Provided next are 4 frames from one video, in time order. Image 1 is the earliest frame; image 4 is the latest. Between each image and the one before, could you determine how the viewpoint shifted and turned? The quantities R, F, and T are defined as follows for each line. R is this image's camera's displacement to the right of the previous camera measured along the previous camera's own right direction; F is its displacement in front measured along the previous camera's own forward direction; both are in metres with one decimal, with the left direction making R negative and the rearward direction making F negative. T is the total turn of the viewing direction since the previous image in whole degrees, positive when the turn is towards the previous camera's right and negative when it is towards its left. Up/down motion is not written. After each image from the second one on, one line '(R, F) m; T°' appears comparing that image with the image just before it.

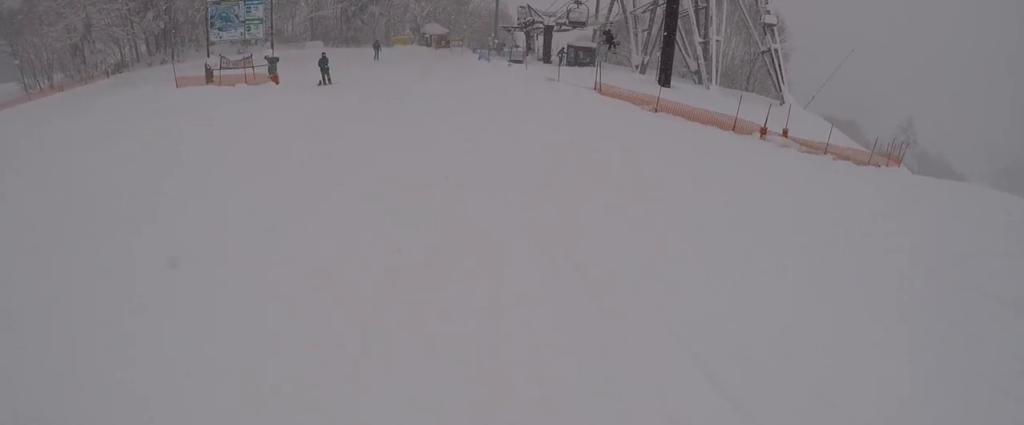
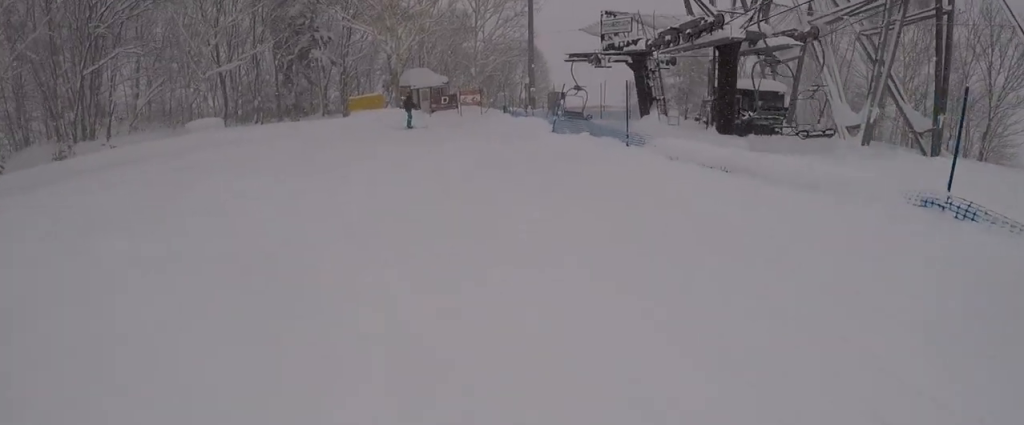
(+2.7, +26.6) m; +2°
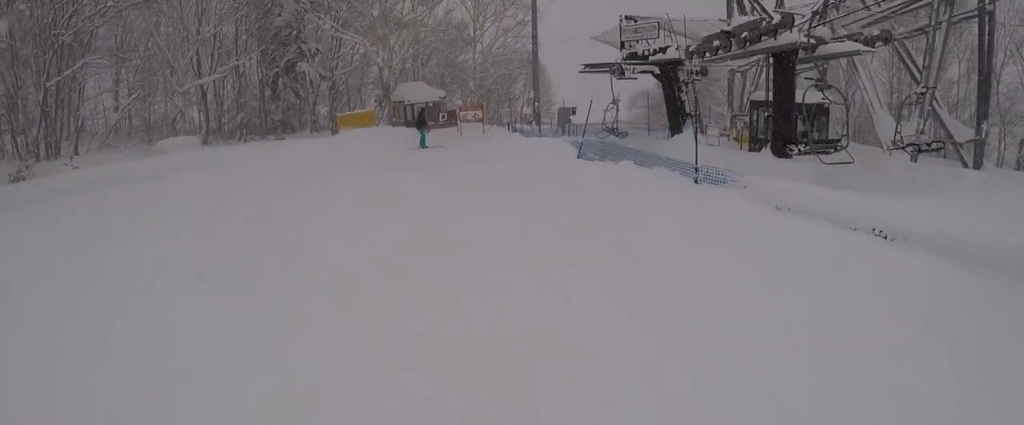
(0.0, +3.2) m; -4°
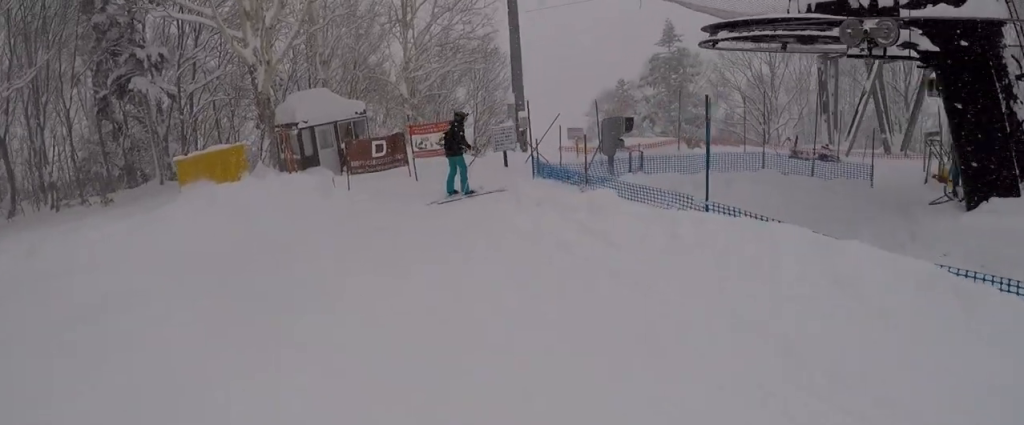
(+1.0, +12.3) m; +13°
